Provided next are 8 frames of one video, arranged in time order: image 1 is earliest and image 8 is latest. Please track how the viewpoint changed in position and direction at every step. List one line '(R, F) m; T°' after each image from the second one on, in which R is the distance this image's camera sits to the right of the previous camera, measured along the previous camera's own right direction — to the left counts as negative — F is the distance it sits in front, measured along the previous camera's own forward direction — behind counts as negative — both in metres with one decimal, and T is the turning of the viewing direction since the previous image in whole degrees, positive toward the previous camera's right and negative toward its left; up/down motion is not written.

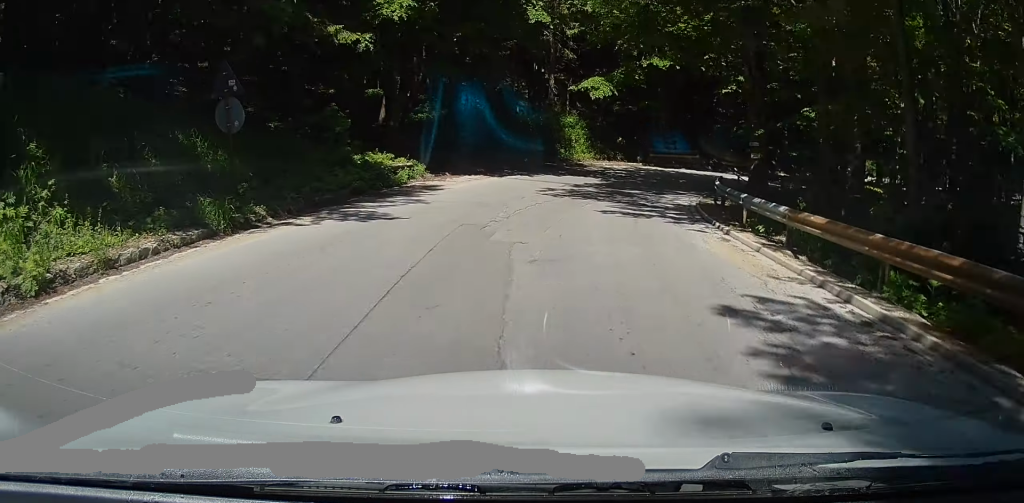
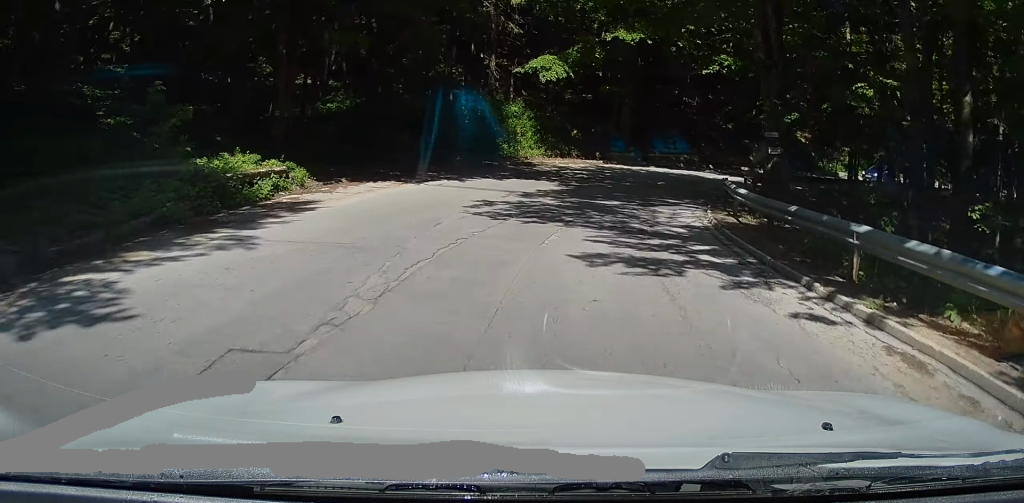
(+0.1, +6.8) m; +2°
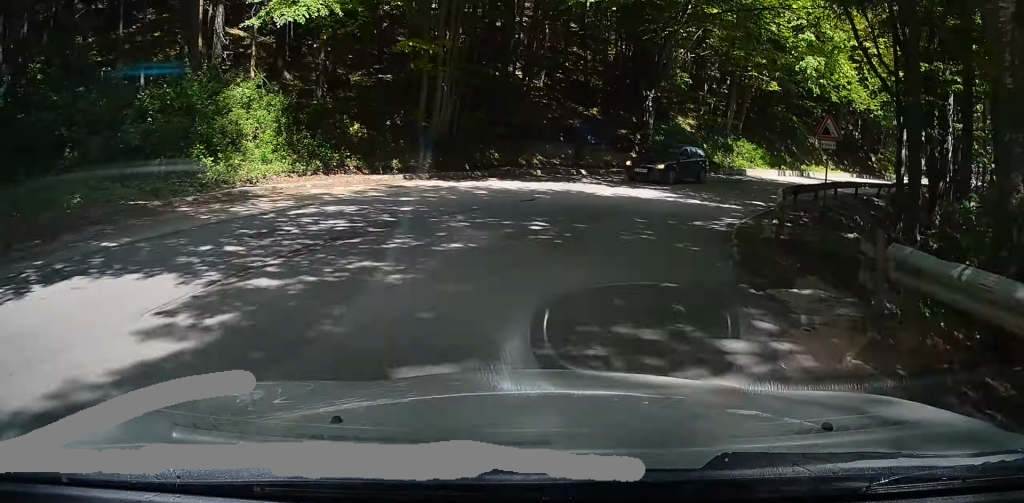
(+0.3, +13.4) m; +9°
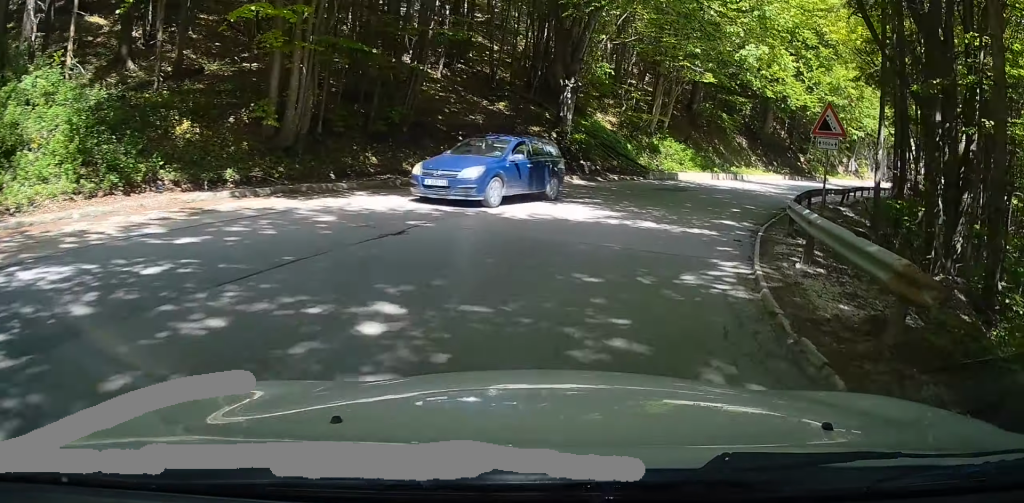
(+0.4, +4.0) m; +12°
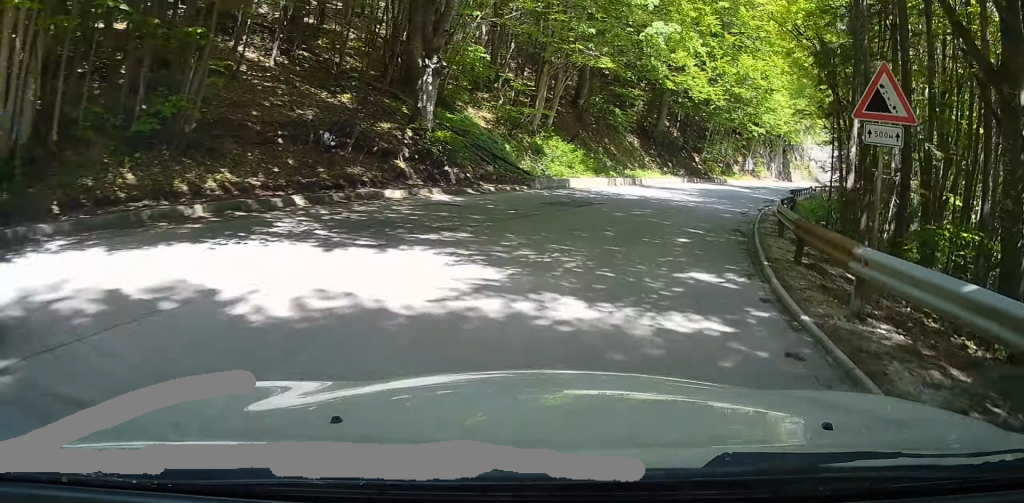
(-0.1, +4.6) m; +18°
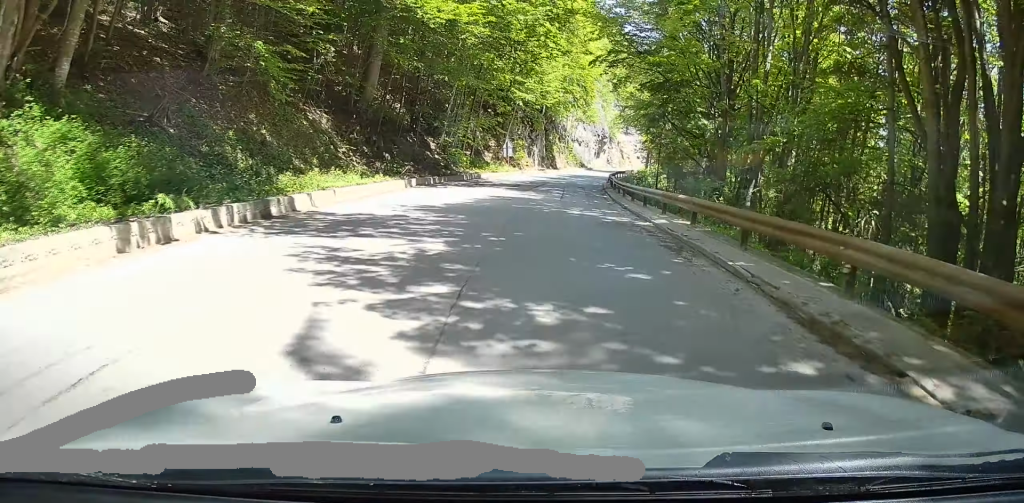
(+6.1, +13.5) m; +30°
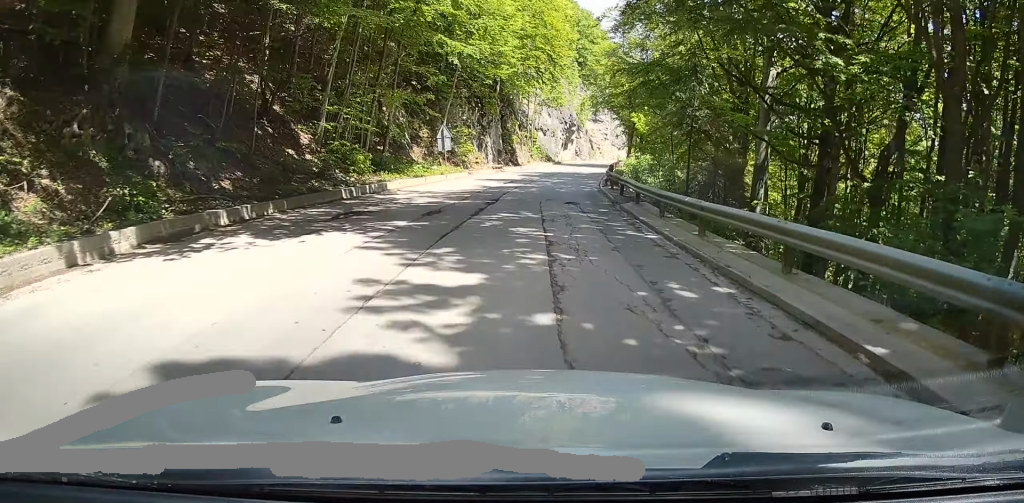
(+0.4, +12.4) m; +3°
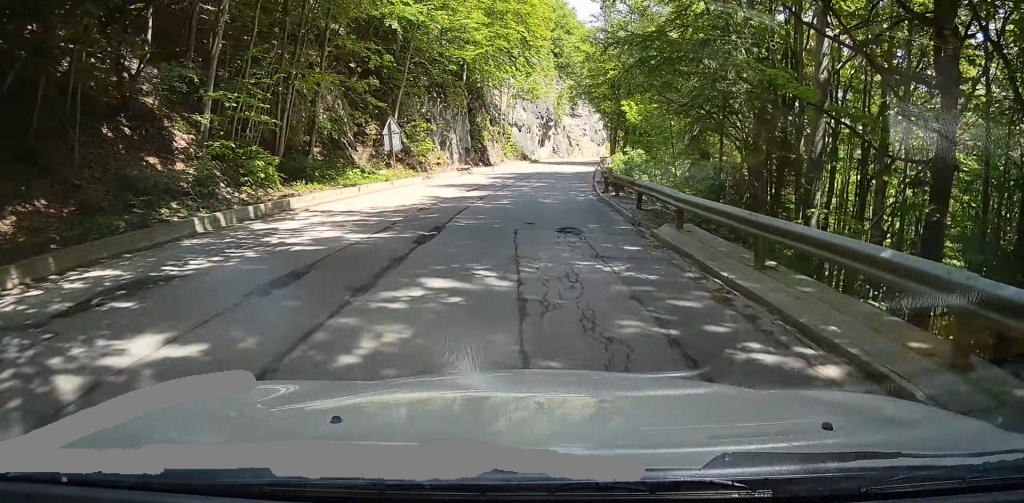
(0.0, +5.5) m; +1°
